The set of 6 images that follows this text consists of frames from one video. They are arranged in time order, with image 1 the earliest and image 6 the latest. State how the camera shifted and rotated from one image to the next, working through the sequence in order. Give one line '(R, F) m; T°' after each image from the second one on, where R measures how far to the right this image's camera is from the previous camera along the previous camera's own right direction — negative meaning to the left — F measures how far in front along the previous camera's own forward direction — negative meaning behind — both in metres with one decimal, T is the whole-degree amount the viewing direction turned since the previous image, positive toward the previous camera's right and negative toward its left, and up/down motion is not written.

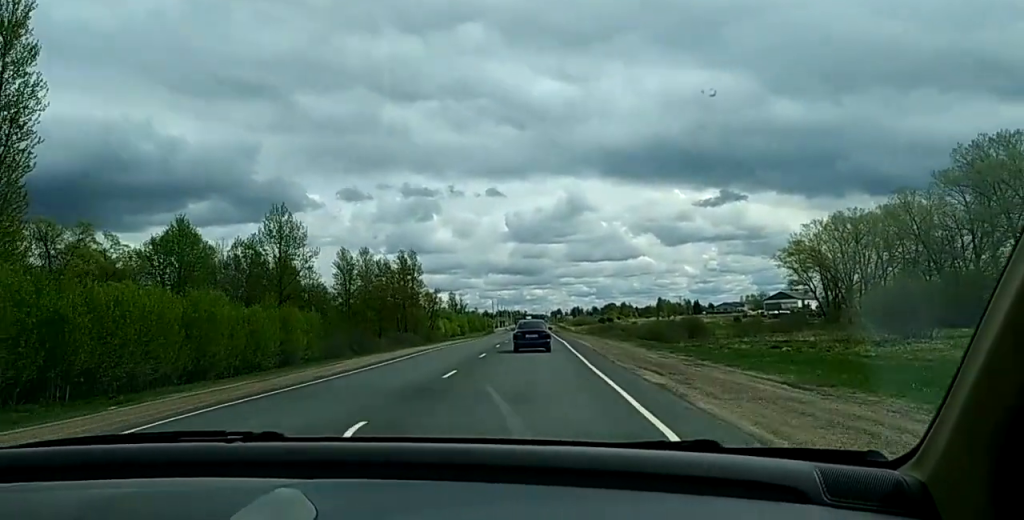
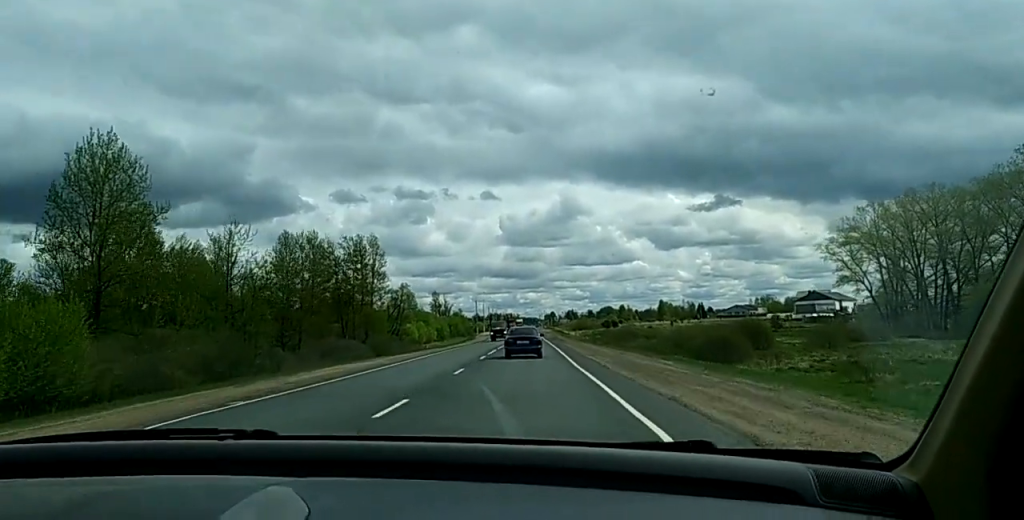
(+0.4, +39.8) m; -1°
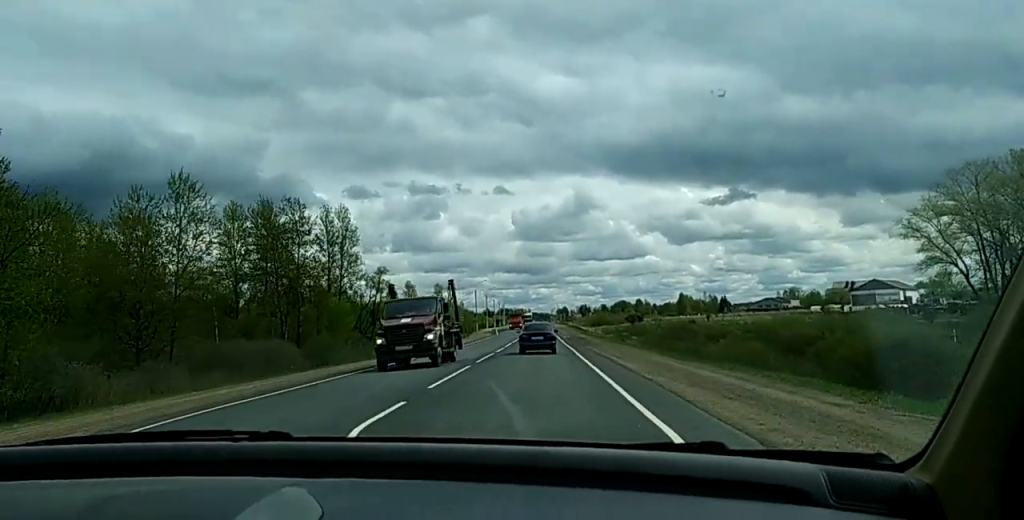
(-0.1, +45.2) m; +1°
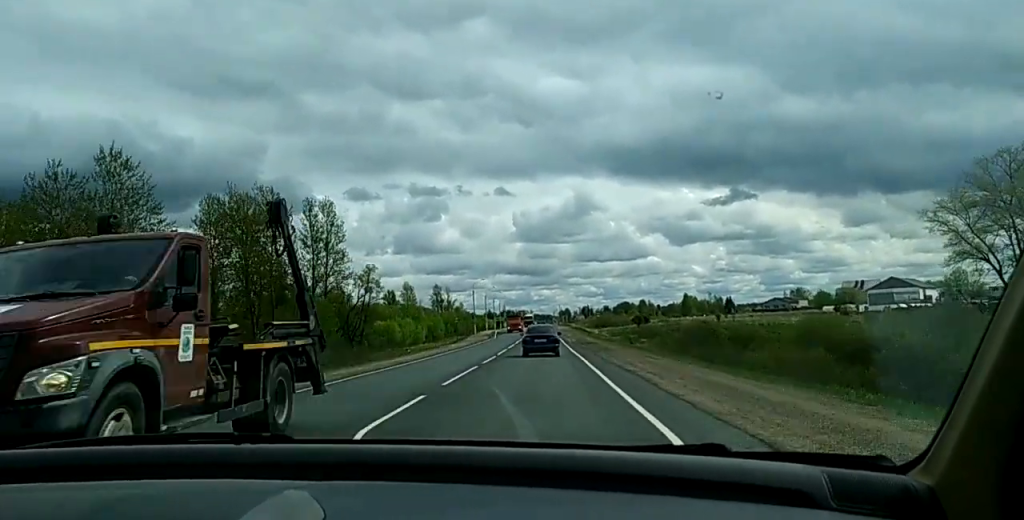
(+0.1, +12.6) m; 0°
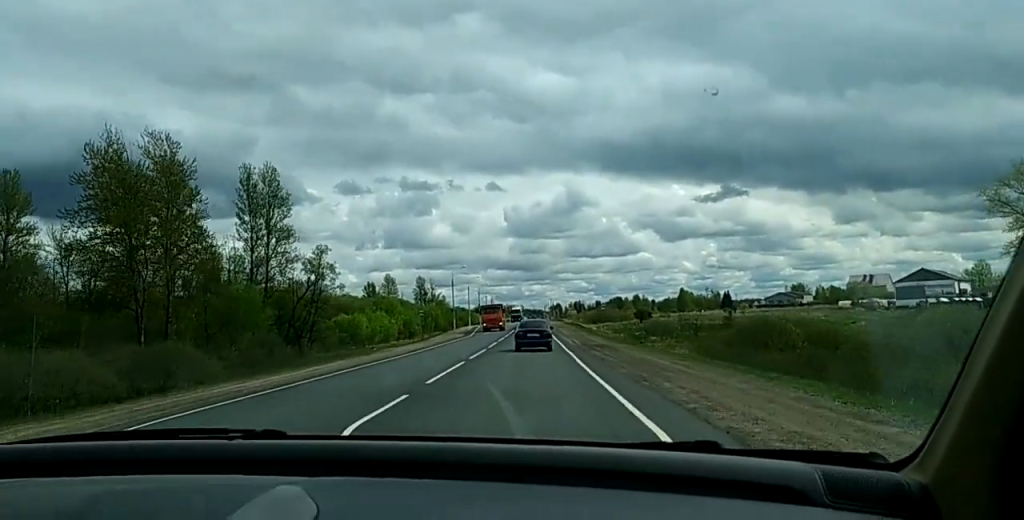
(-0.2, +25.7) m; -1°
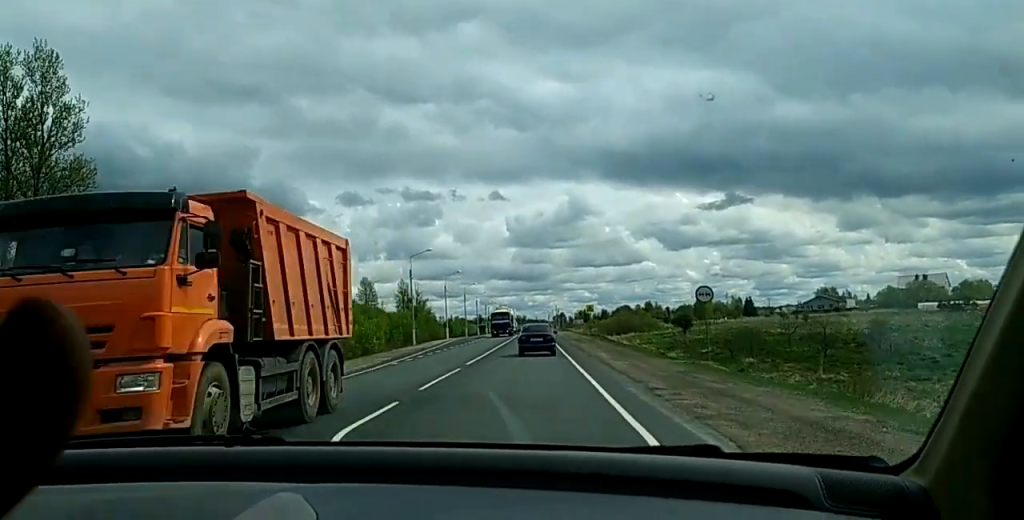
(-0.1, +44.6) m; +1°
